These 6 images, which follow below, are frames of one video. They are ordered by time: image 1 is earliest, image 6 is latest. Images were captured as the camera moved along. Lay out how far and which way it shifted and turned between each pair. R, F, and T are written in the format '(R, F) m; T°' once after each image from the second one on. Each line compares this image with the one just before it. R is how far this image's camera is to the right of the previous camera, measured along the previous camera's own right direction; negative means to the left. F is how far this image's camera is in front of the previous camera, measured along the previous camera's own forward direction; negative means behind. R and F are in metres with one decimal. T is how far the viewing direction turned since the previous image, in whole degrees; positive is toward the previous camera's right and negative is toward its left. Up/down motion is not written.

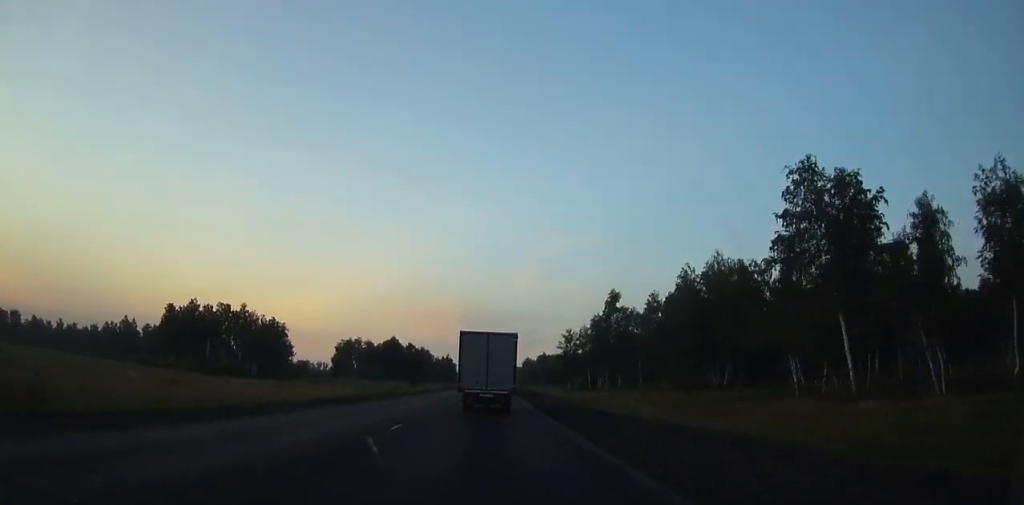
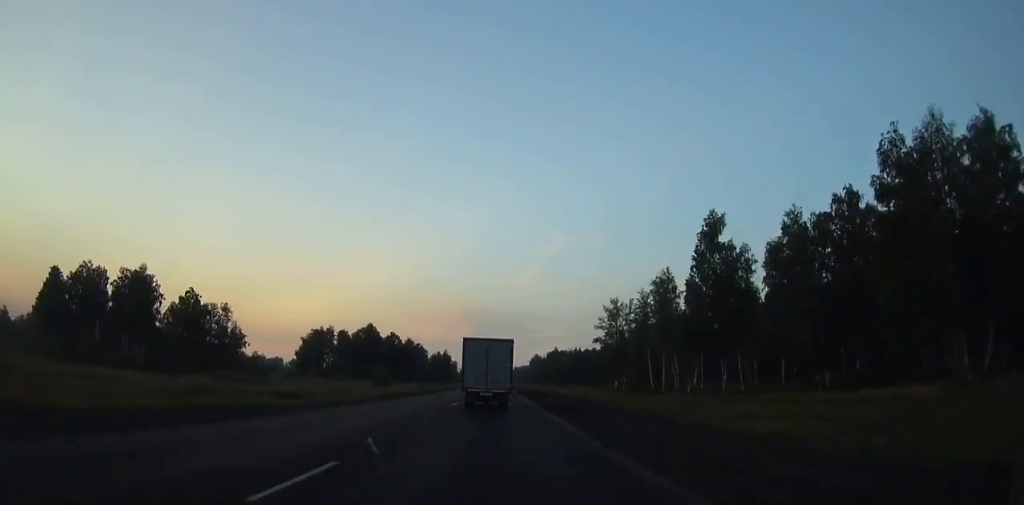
(0.0, +56.2) m; 0°
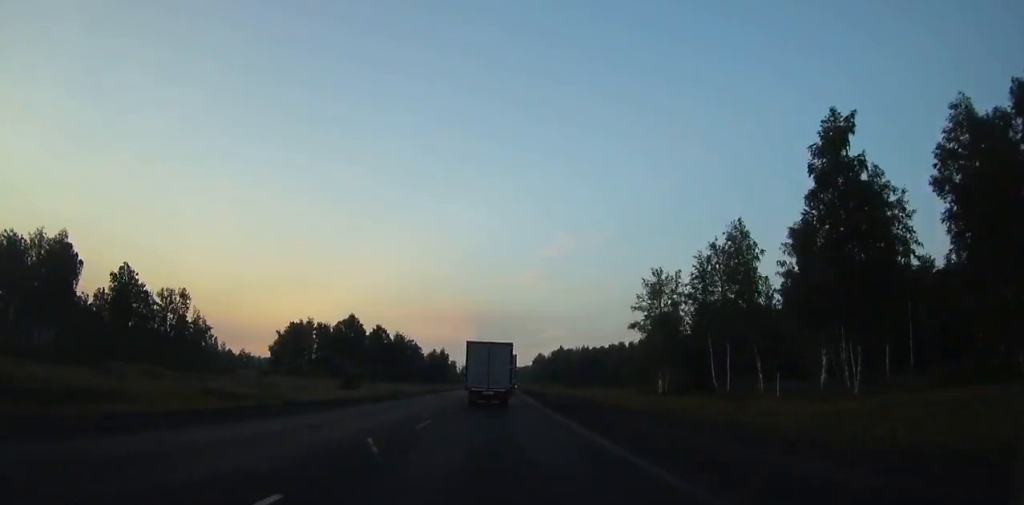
(-0.2, +27.3) m; 0°
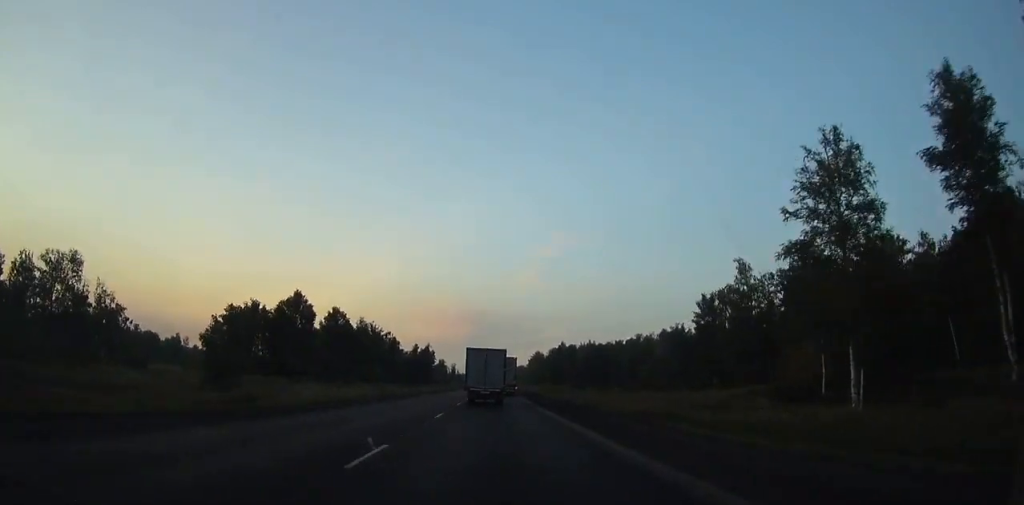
(0.0, +43.5) m; 0°
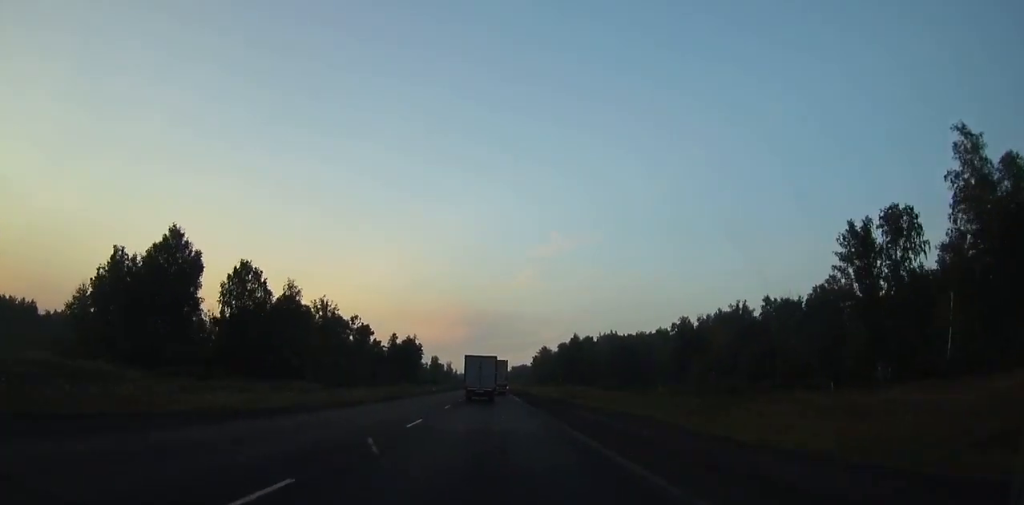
(+0.1, +53.6) m; 0°
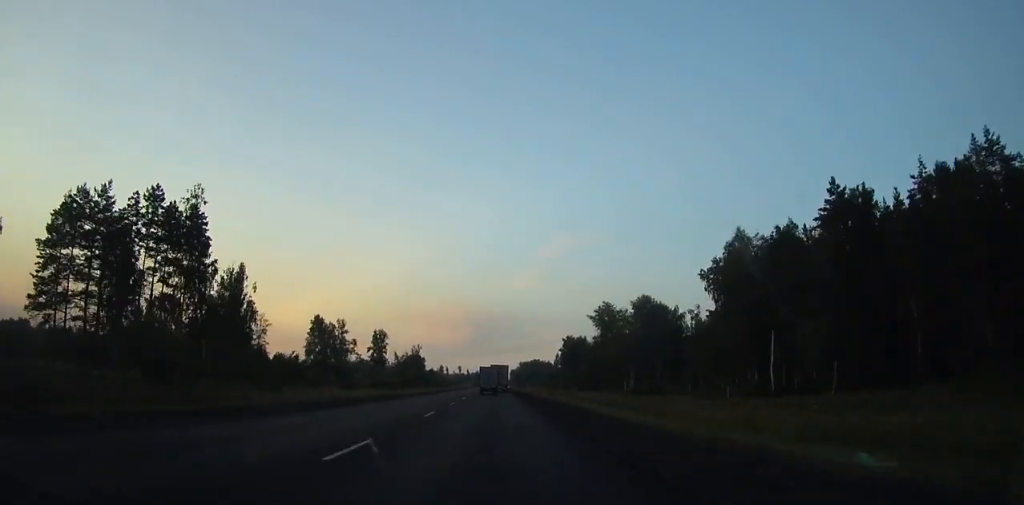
(+0.3, +187.3) m; 0°
